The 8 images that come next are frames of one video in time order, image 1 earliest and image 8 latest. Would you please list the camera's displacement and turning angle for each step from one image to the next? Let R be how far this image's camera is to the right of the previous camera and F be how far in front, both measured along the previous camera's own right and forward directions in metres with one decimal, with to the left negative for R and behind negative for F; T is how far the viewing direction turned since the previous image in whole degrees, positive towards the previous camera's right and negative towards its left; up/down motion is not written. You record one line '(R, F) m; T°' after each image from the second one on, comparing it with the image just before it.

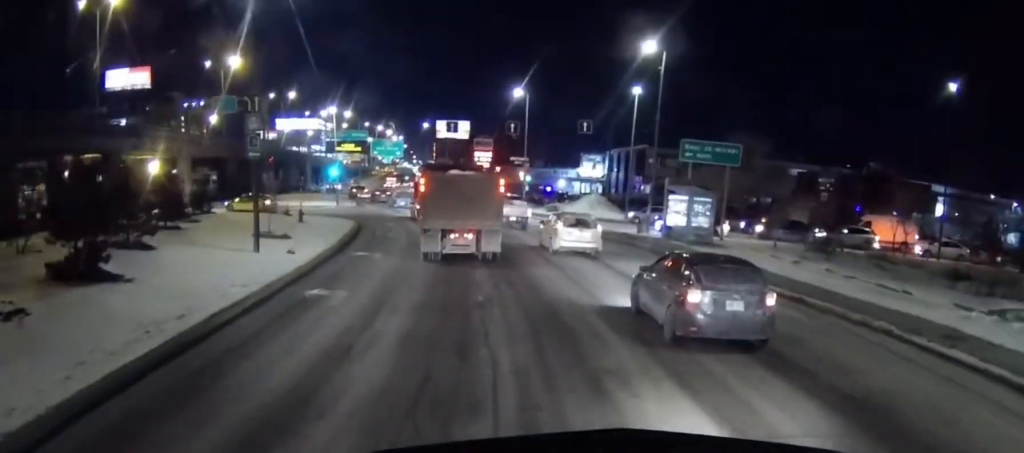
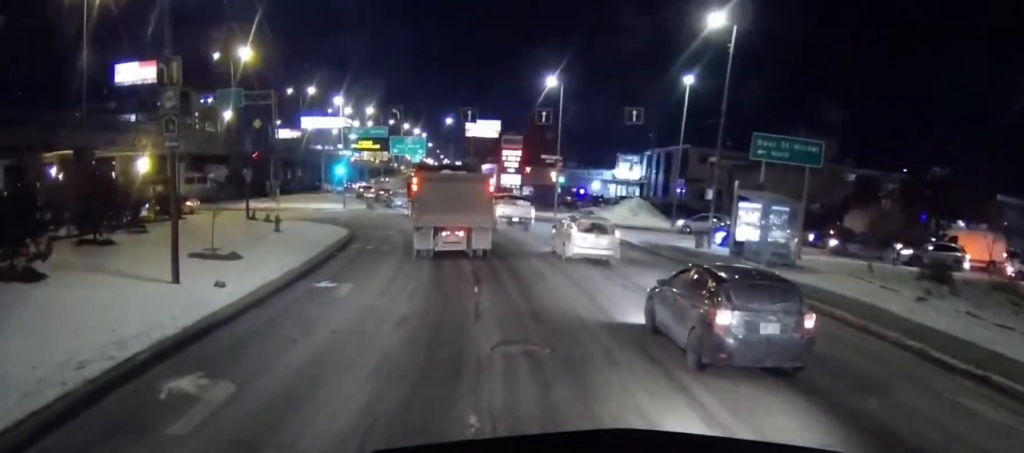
(0.0, +7.9) m; 0°
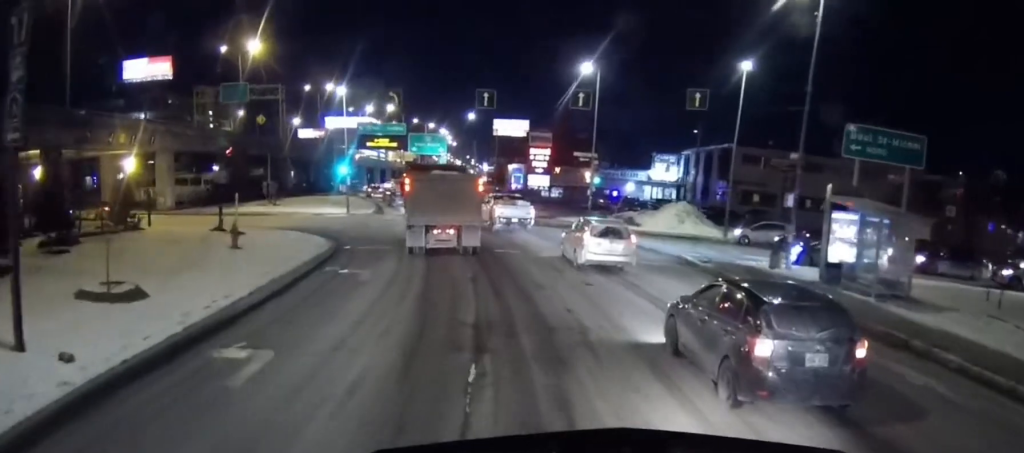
(0.0, +7.4) m; 0°
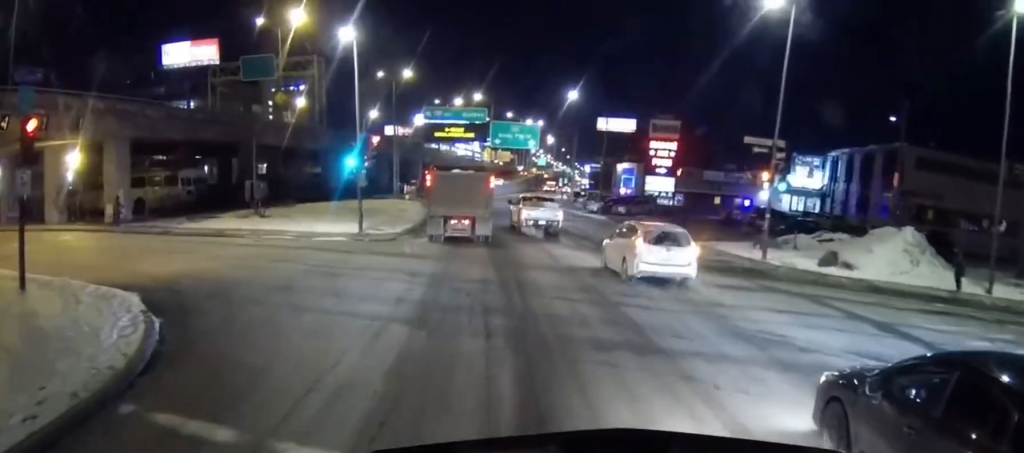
(-1.1, +20.9) m; -15°
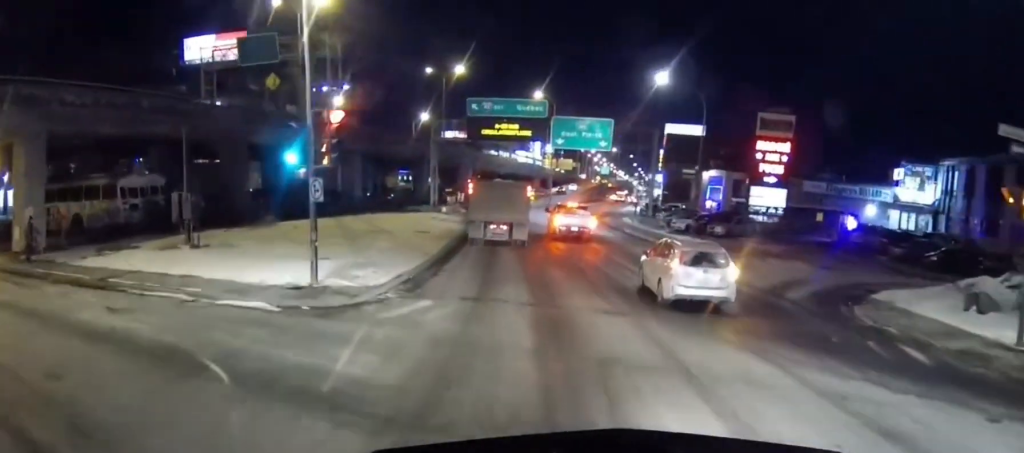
(-2.2, +13.8) m; -10°
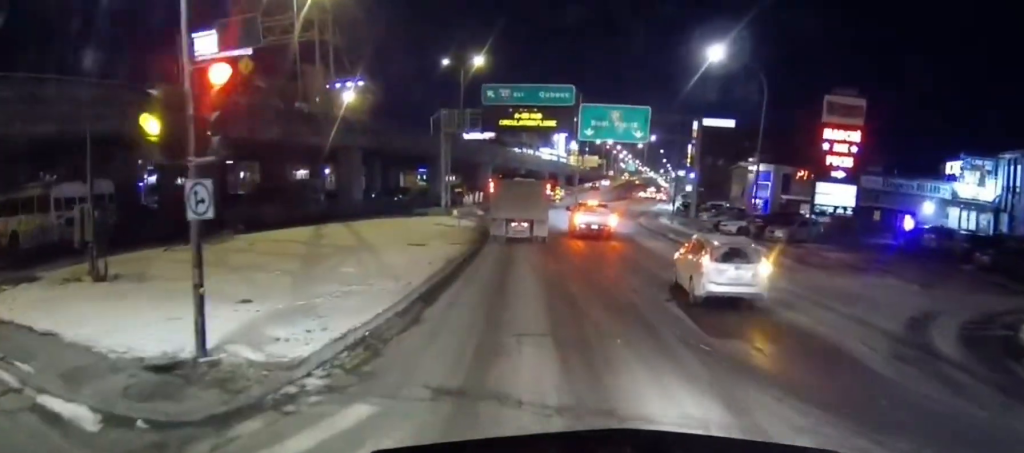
(0.0, +7.6) m; 0°
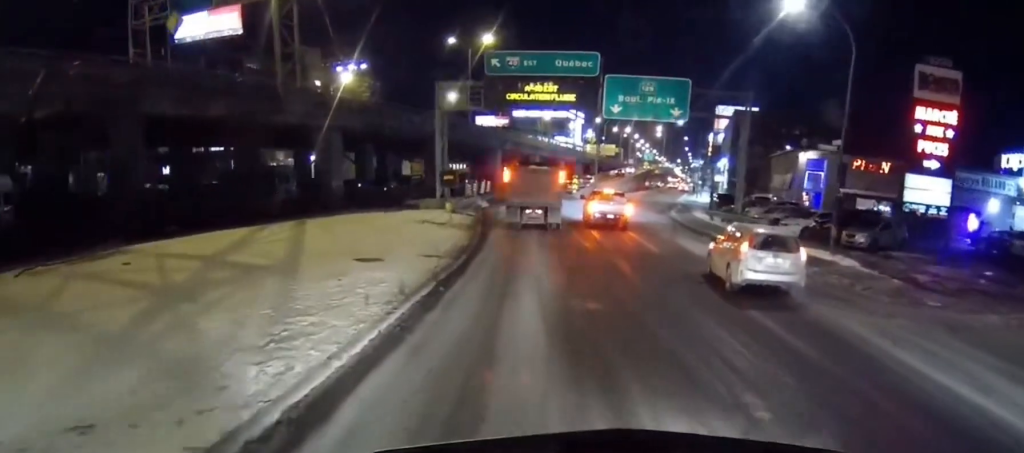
(0.0, +9.0) m; +1°
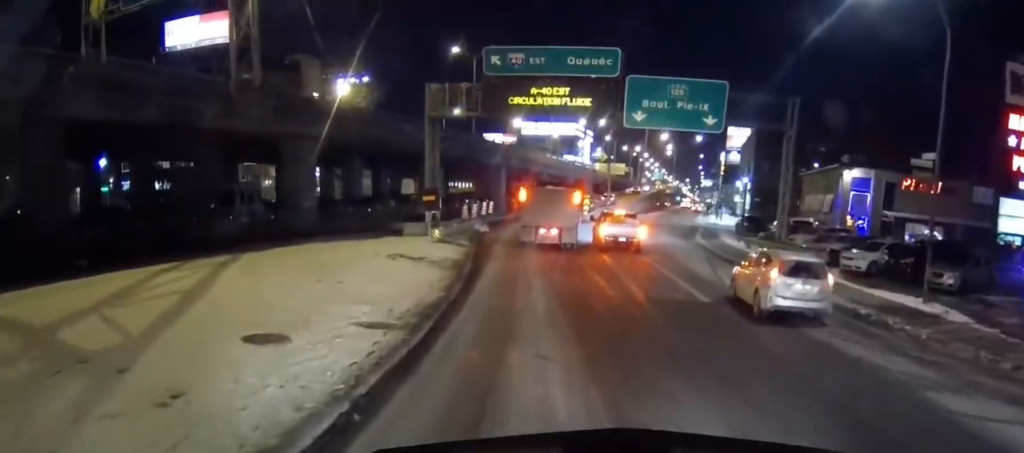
(0.0, +7.1) m; +2°
